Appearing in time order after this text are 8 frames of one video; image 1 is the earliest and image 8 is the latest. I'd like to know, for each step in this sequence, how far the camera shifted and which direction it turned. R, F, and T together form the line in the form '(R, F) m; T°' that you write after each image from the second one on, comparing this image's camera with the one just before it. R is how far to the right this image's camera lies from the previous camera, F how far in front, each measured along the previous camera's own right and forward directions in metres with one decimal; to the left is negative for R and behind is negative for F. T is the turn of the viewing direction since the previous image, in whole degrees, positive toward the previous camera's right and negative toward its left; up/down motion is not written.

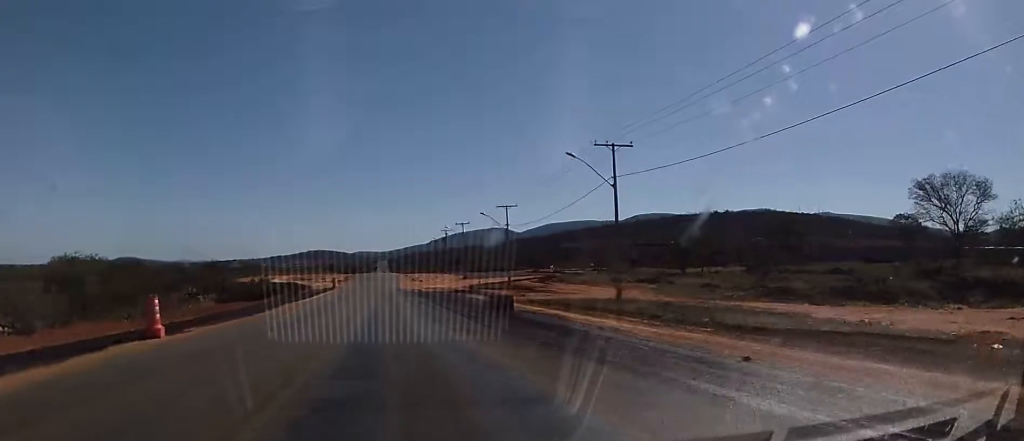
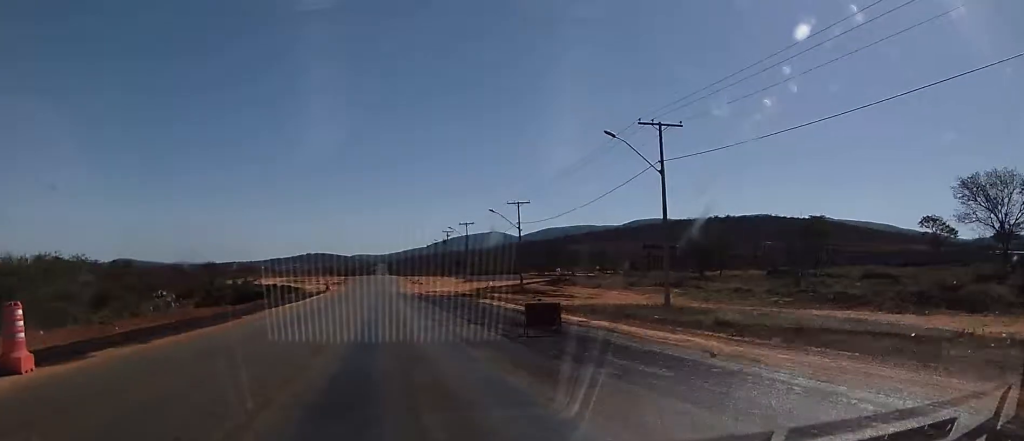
(-0.1, +7.2) m; 0°
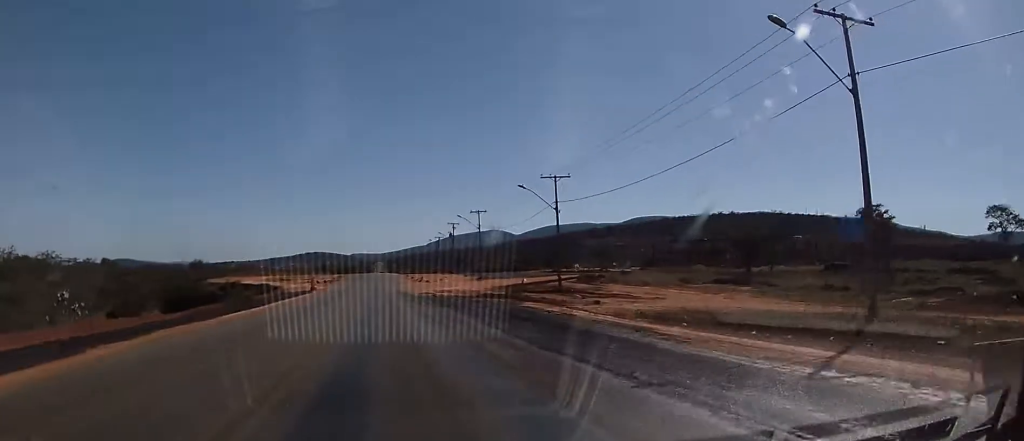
(+0.2, +15.5) m; +1°
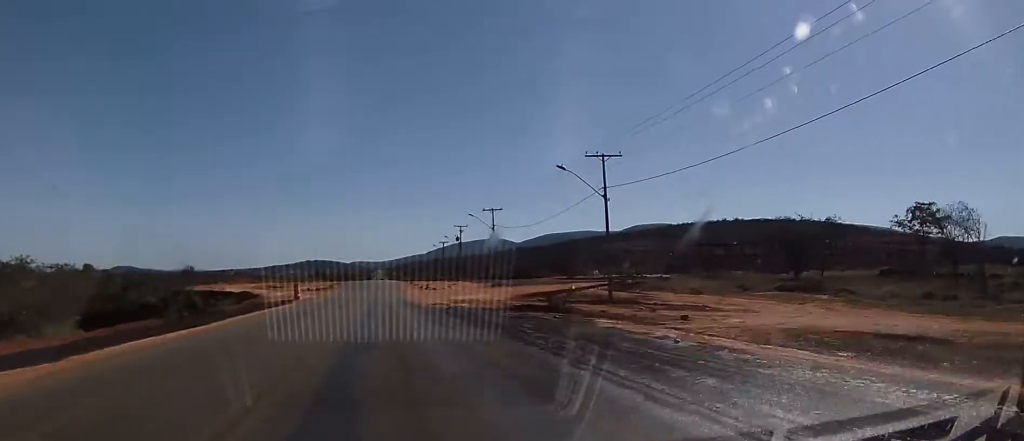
(+0.2, +12.1) m; +1°
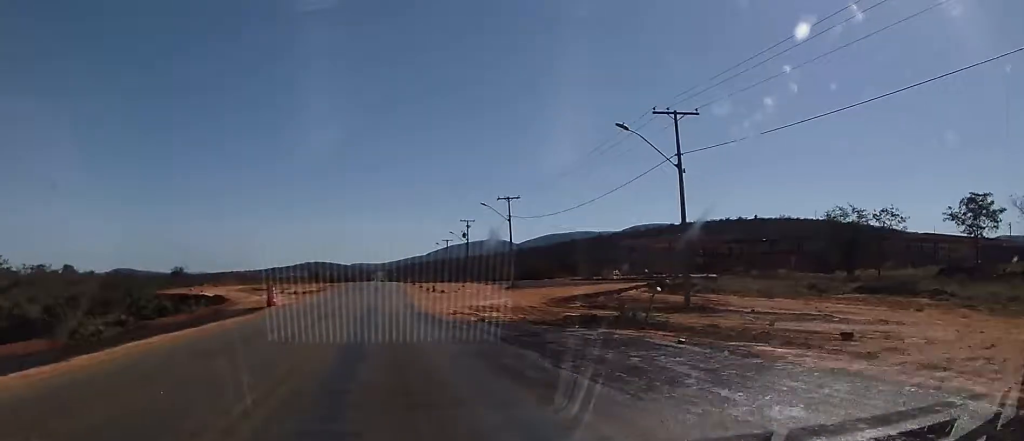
(+0.1, +11.1) m; 0°
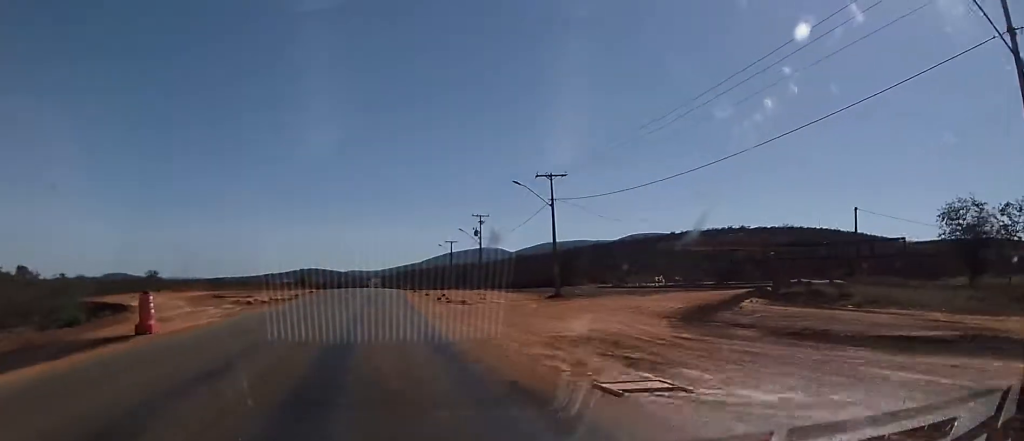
(-0.1, +20.2) m; -1°
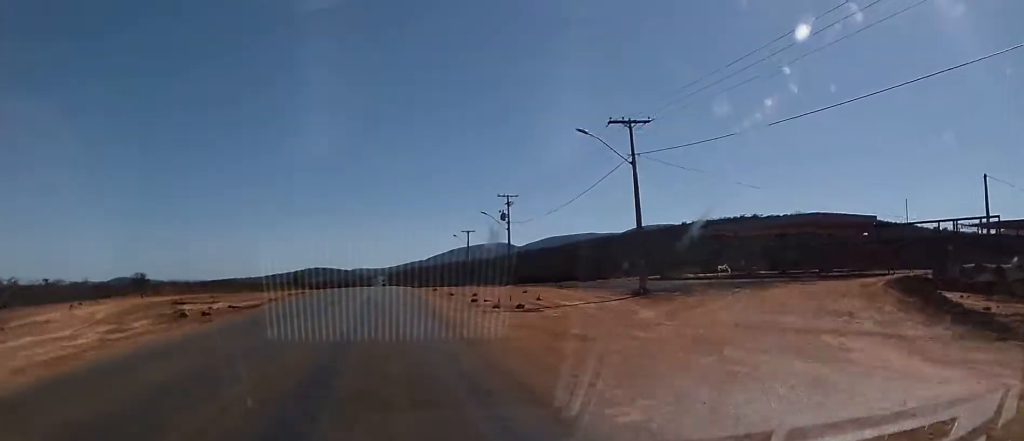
(-0.4, +16.6) m; -1°
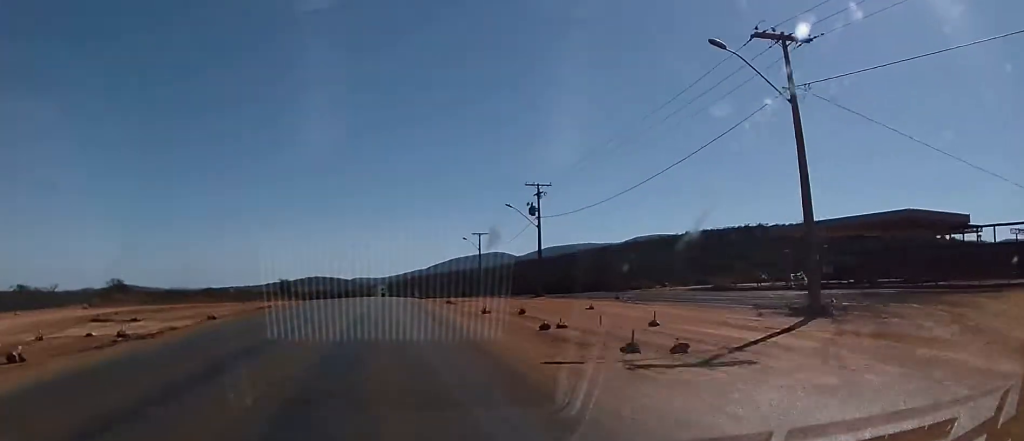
(+0.1, +15.6) m; +1°
